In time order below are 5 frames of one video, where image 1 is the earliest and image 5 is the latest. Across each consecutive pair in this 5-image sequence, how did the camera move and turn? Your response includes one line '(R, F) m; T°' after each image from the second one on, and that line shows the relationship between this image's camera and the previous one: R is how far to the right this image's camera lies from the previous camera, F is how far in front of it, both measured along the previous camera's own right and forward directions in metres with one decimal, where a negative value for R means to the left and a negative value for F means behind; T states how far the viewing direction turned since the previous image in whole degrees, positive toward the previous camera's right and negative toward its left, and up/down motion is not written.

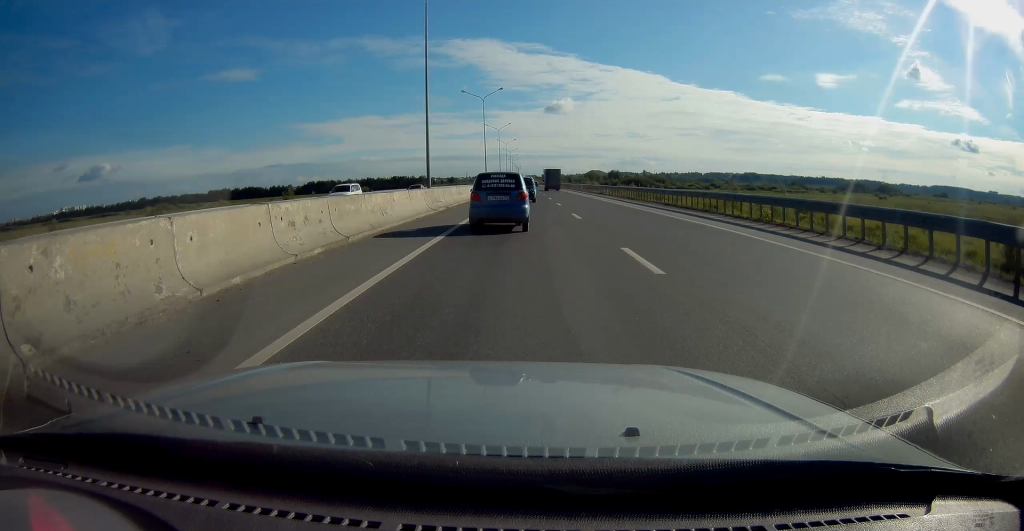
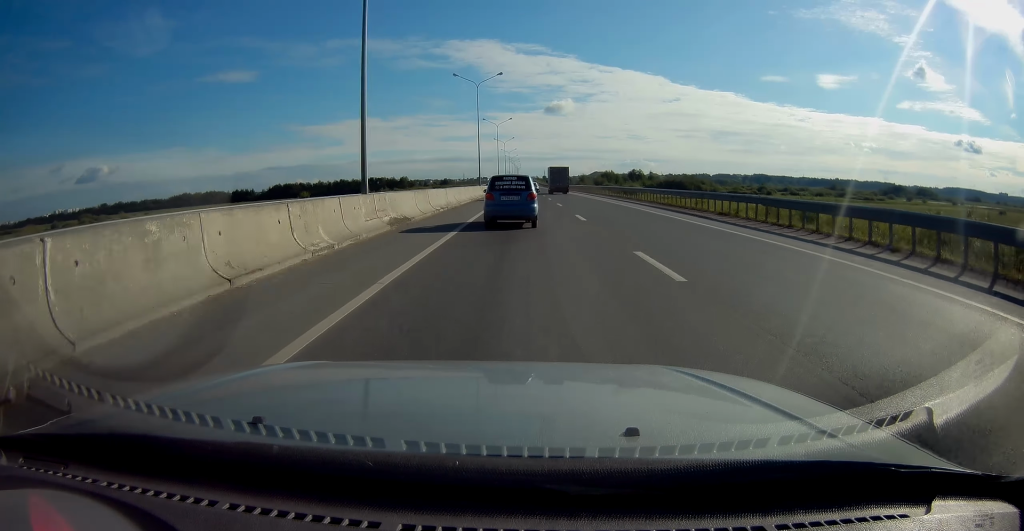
(+0.2, +96.8) m; 0°
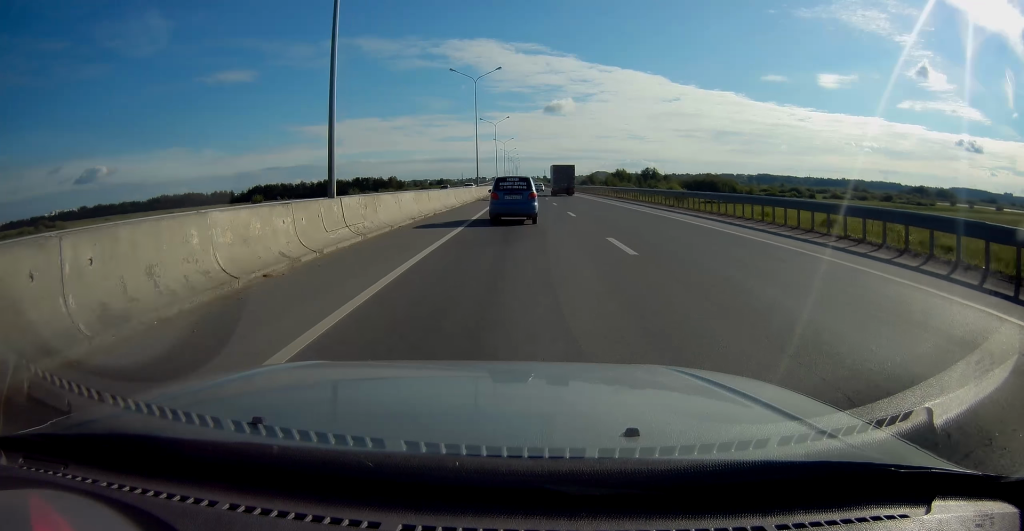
(-0.2, +44.8) m; -1°
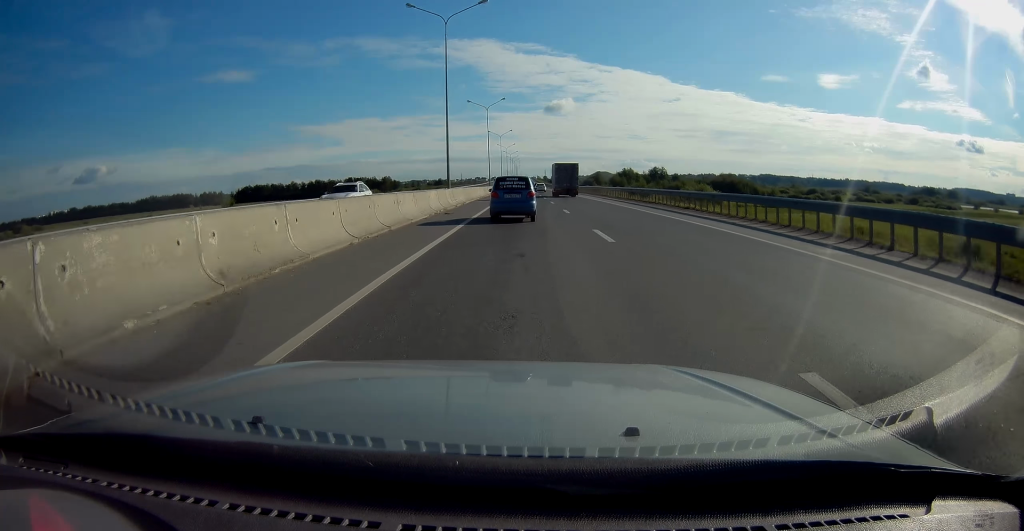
(-0.1, +21.4) m; 0°
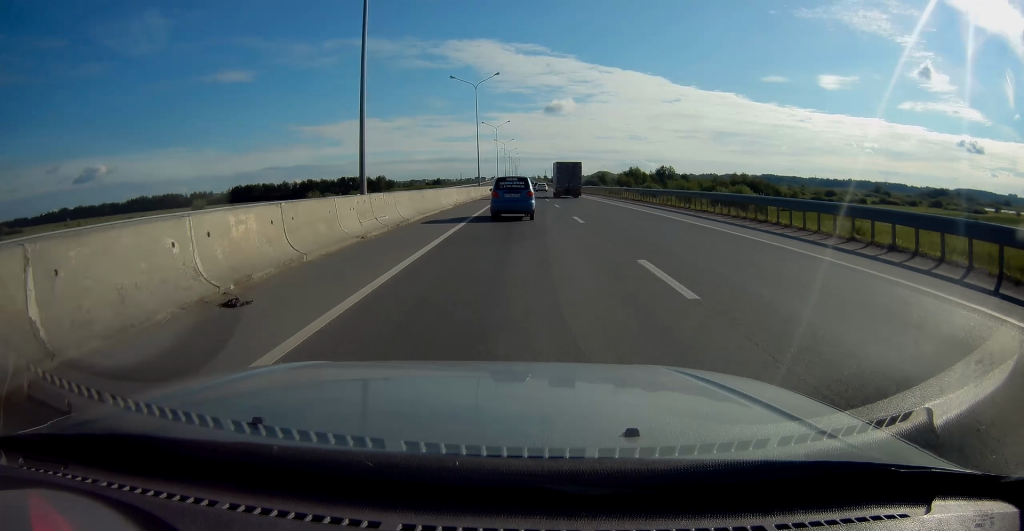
(0.0, +18.1) m; 0°
